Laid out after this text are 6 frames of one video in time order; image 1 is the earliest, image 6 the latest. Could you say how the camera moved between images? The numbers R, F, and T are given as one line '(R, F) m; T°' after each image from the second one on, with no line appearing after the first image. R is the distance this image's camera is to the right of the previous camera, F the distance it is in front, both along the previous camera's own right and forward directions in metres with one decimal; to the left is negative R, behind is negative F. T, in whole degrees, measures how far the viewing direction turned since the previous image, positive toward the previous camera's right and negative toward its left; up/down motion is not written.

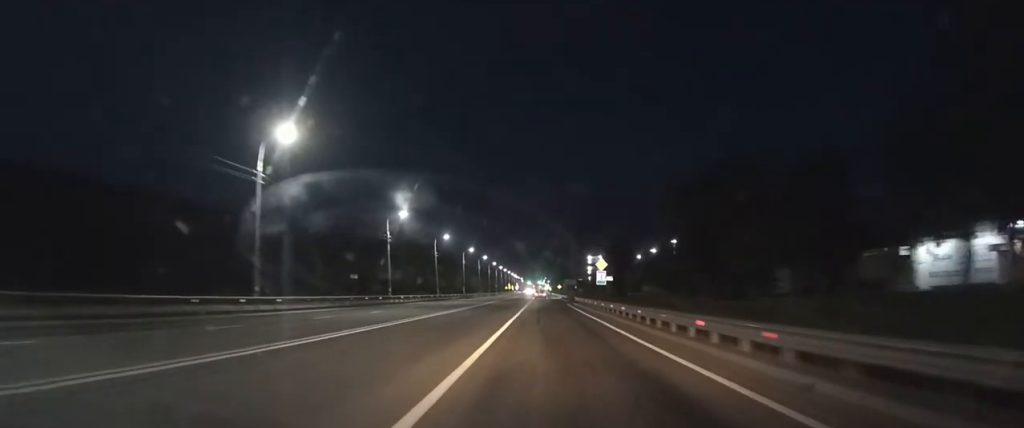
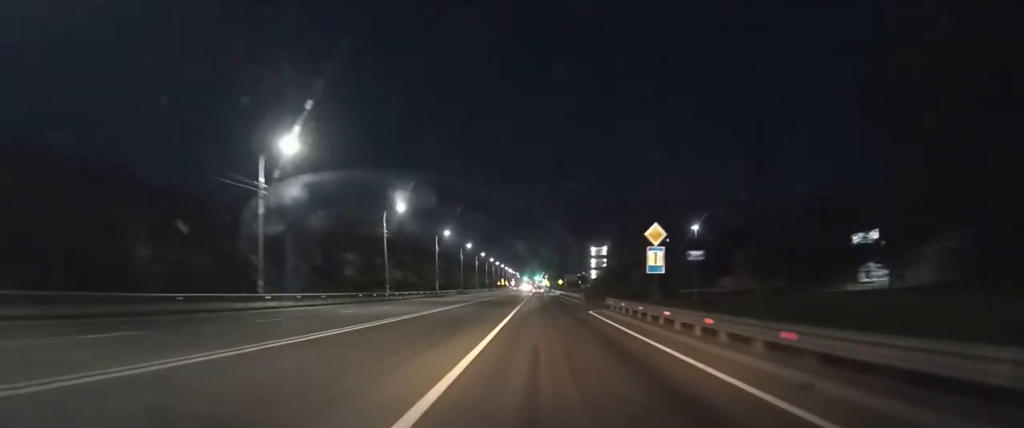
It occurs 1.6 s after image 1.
(+0.3, +28.5) m; +1°
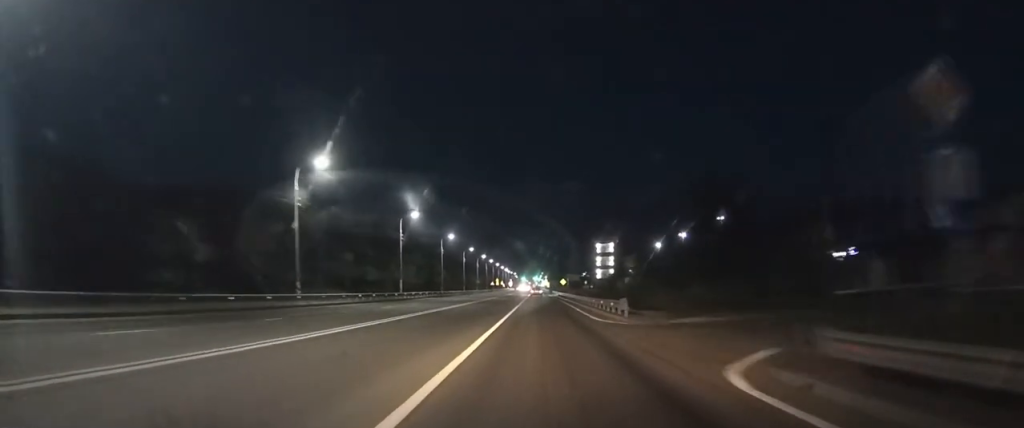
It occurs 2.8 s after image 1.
(+0.1, +23.2) m; 0°
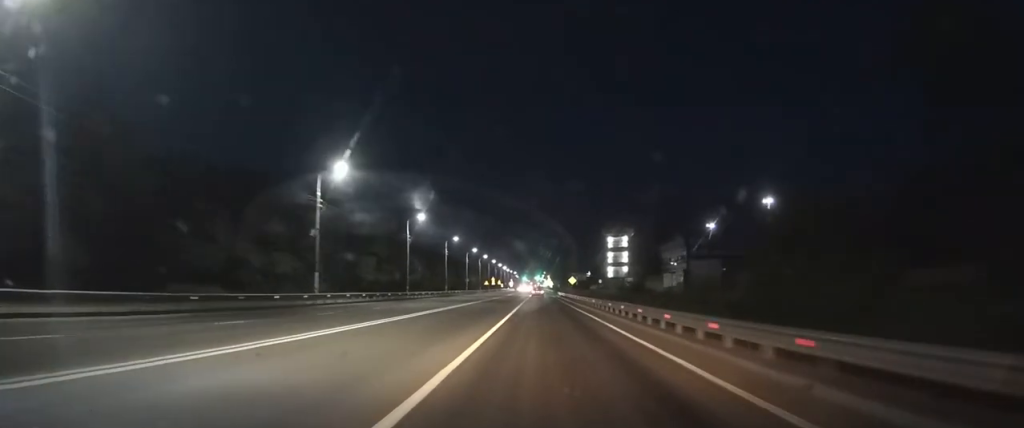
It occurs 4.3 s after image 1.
(-0.2, +27.7) m; -1°
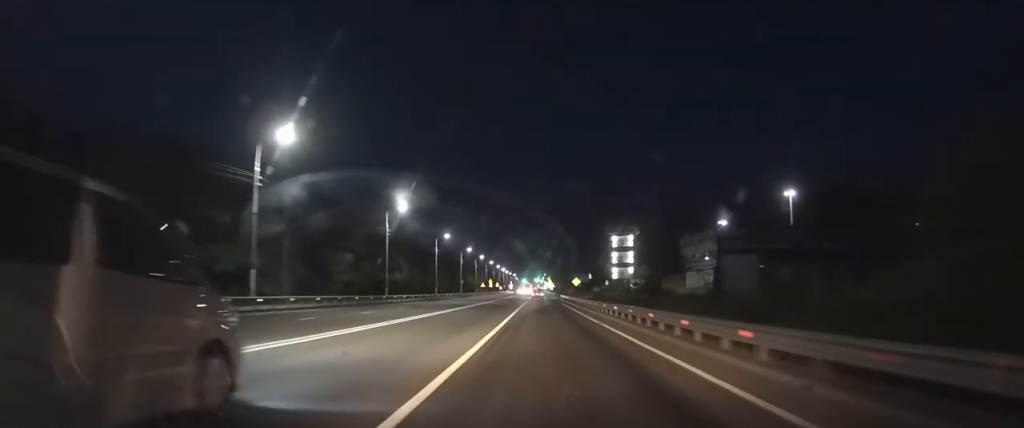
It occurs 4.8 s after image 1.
(0.0, +10.4) m; 0°
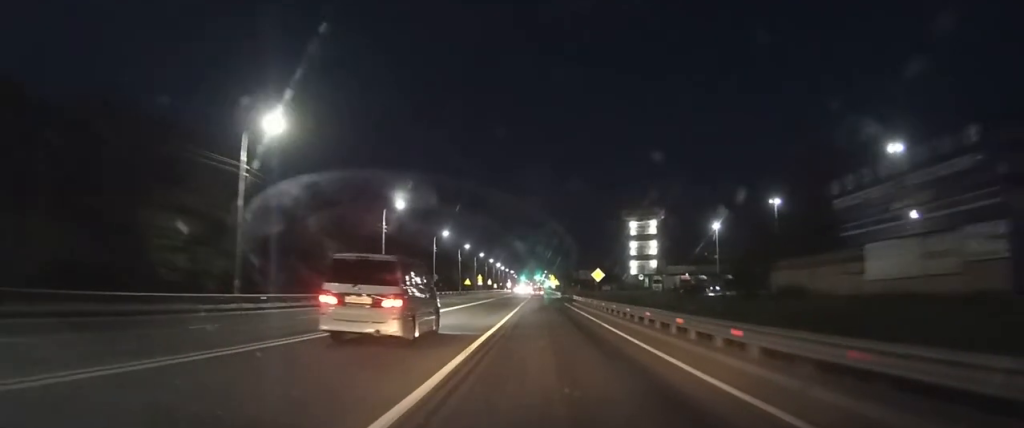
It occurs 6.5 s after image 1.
(+0.1, +35.1) m; +1°
